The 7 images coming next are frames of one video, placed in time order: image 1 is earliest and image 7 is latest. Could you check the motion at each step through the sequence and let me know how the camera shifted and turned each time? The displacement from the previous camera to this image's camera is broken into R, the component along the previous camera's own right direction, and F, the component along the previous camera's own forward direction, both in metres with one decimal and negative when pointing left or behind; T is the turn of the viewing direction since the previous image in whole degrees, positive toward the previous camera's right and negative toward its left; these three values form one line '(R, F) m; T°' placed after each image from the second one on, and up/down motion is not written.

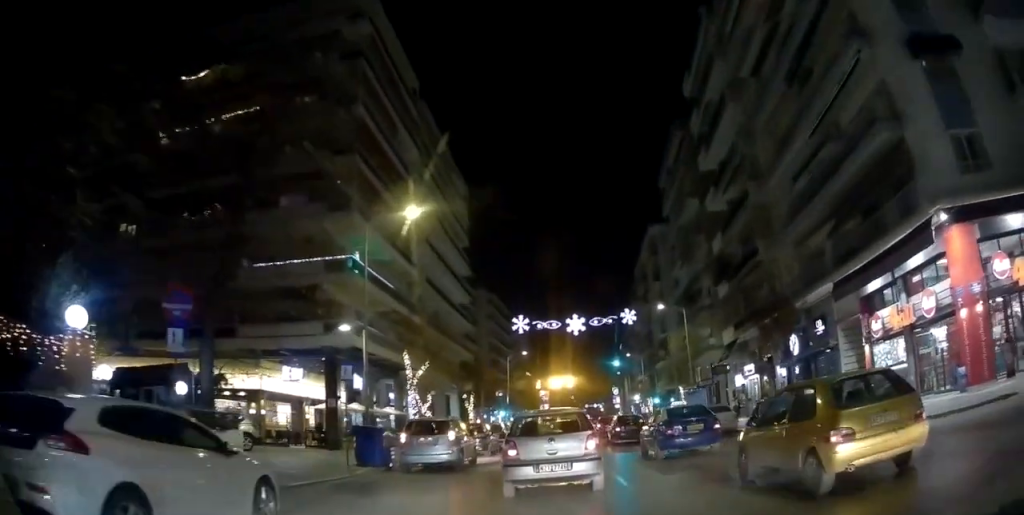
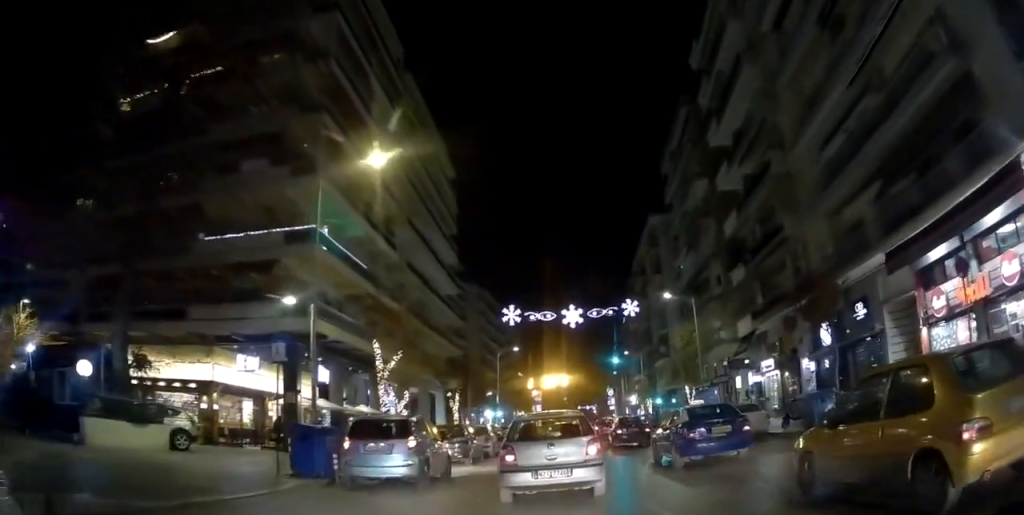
(0.0, +4.8) m; 0°
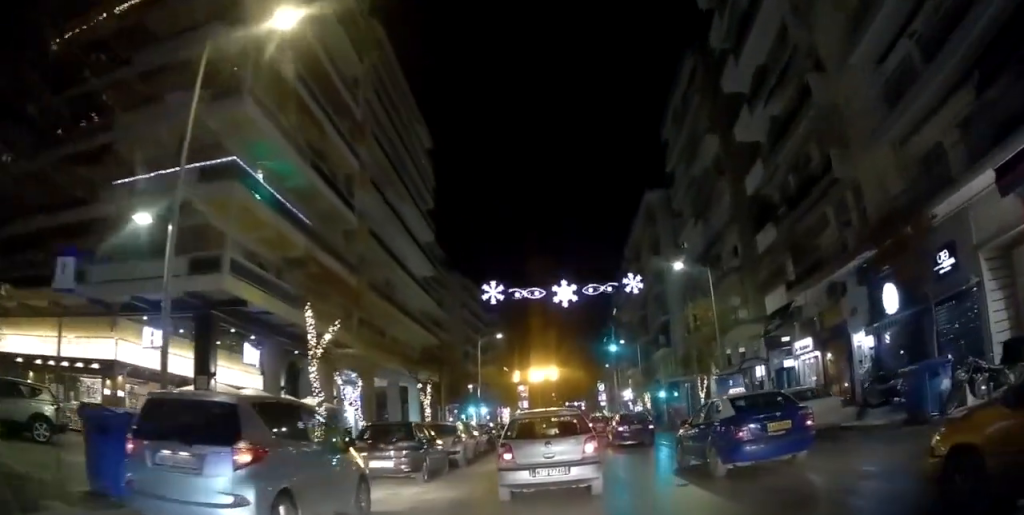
(+0.1, +7.0) m; +2°
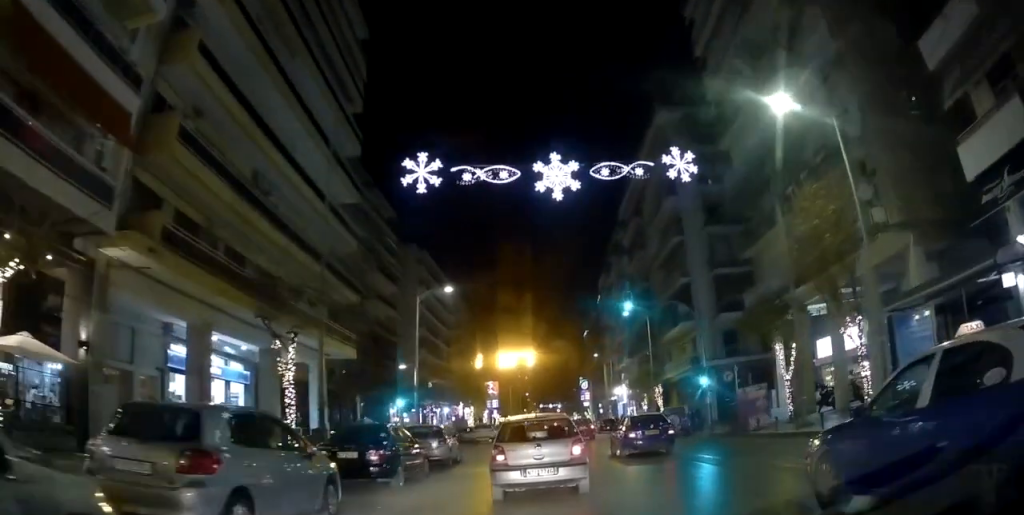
(+1.1, +17.1) m; +6°
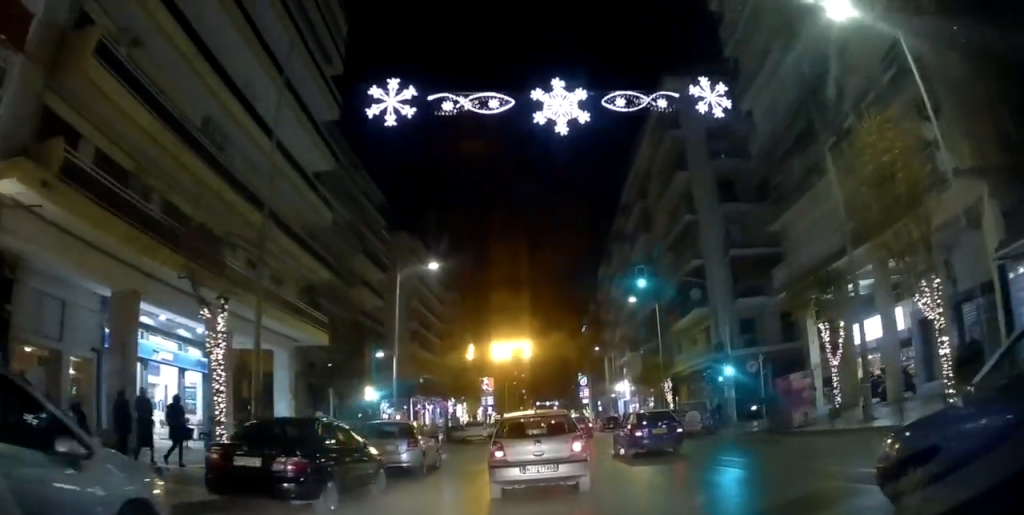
(+0.1, +3.9) m; 0°
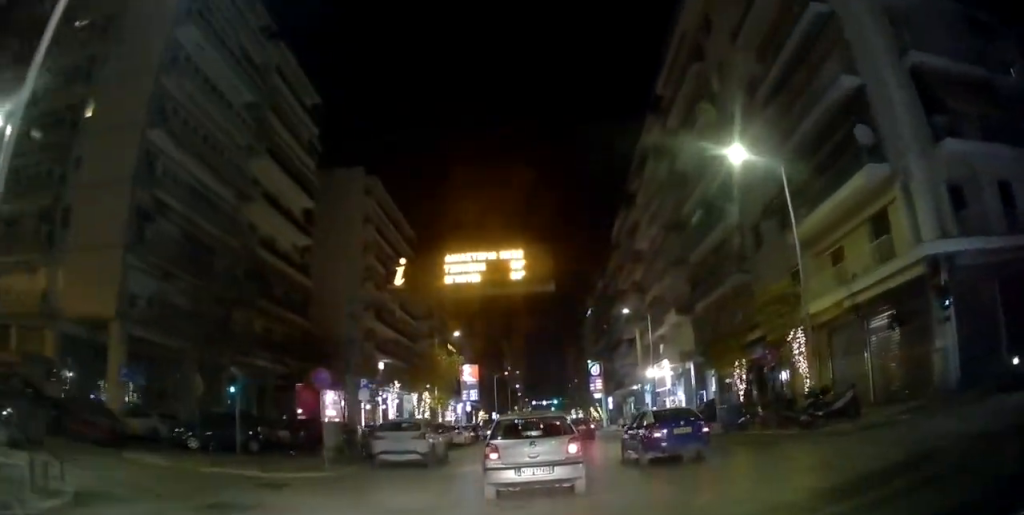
(+1.4, +21.1) m; +5°
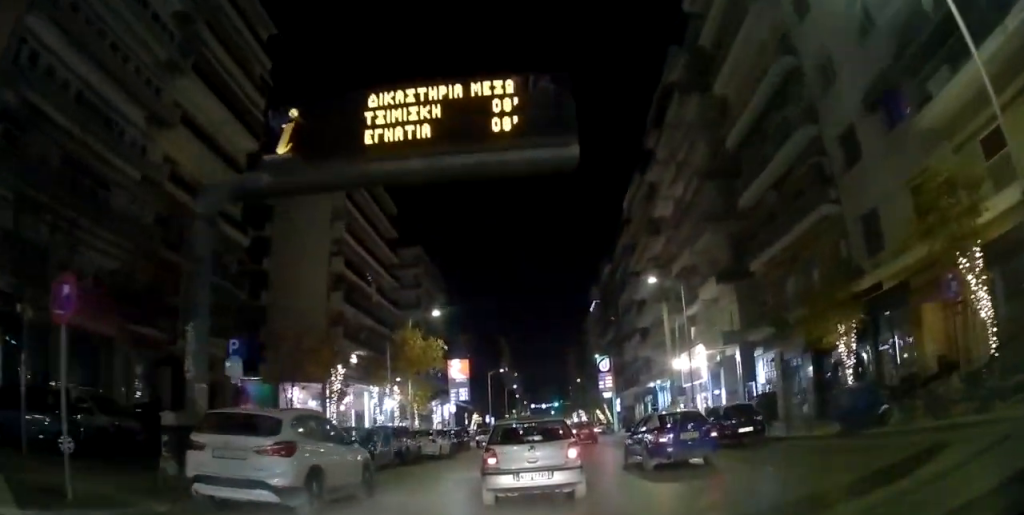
(-0.8, +9.8) m; -5°
